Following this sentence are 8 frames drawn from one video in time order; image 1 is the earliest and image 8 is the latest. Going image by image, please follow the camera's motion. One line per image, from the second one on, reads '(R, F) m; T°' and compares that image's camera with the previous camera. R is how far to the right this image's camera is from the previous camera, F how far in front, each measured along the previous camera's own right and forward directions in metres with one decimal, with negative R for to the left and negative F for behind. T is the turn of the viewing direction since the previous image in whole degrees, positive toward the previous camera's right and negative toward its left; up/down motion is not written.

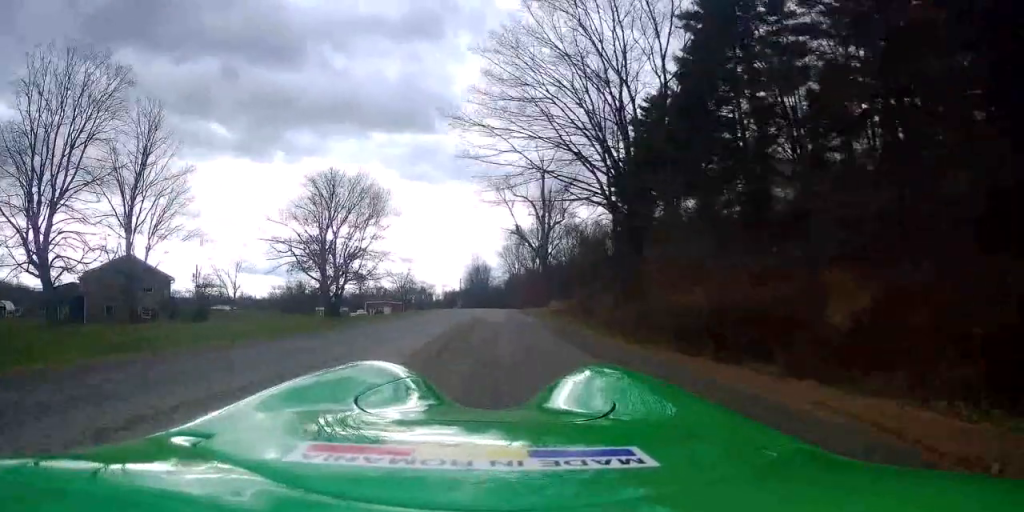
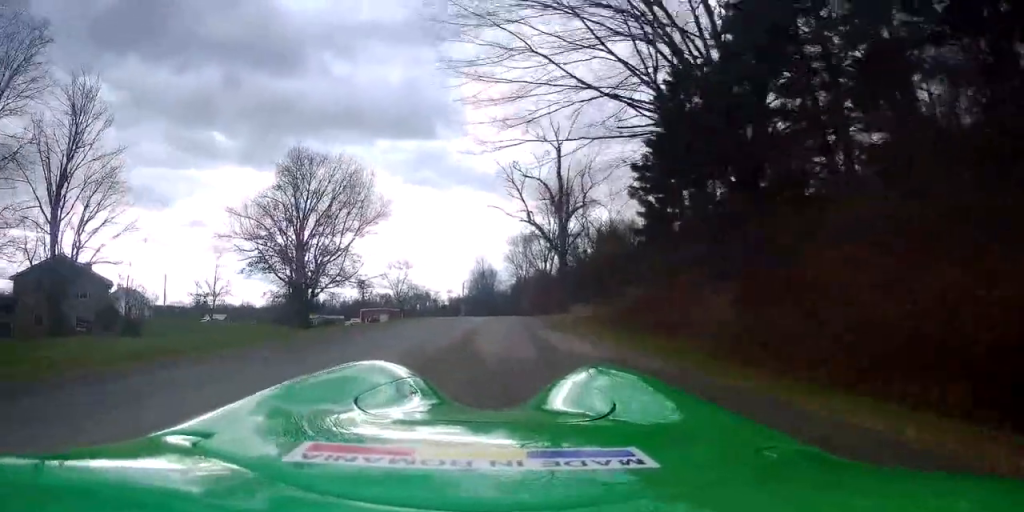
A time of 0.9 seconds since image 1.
(+0.2, +11.3) m; -1°
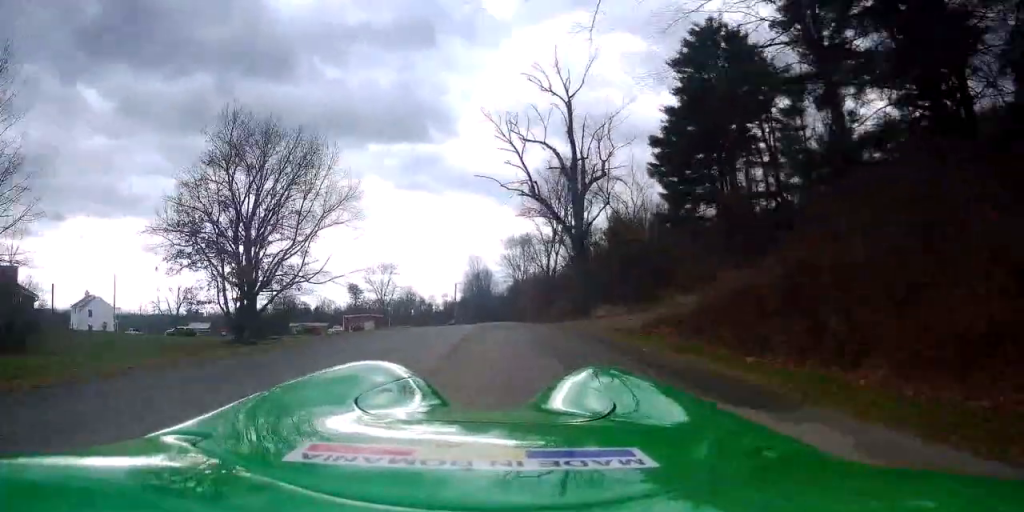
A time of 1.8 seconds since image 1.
(-0.3, +12.3) m; -1°
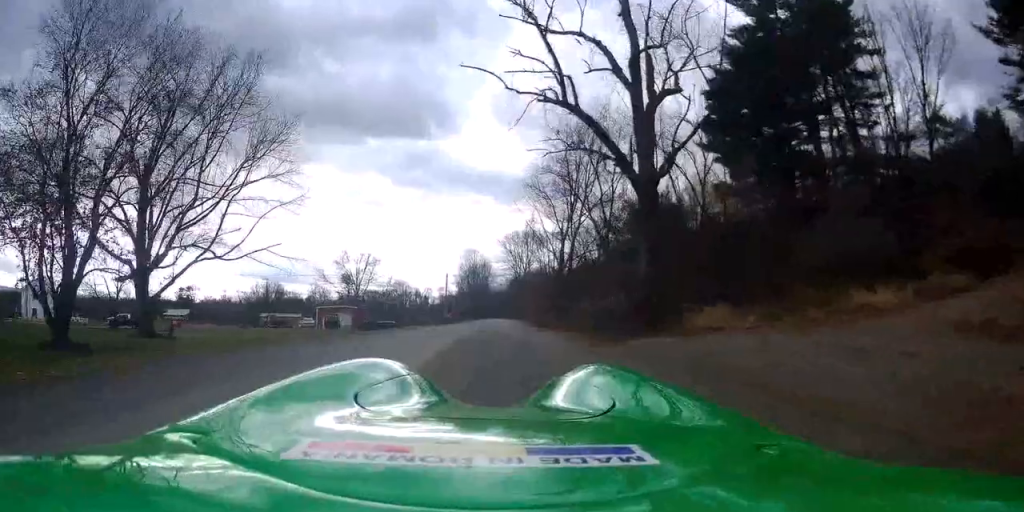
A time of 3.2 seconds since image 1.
(+0.1, +16.9) m; +2°
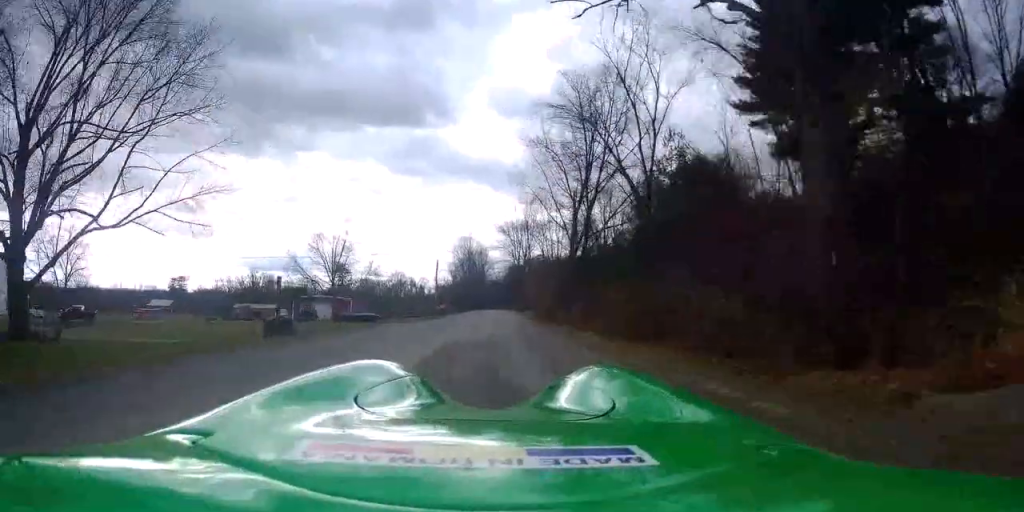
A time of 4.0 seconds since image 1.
(+0.1, +10.7) m; -2°
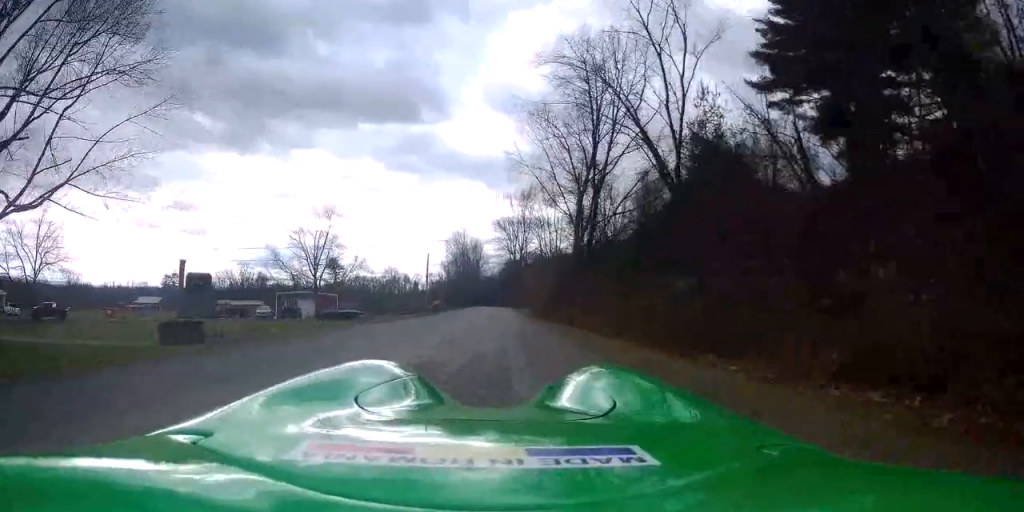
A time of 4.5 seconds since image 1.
(-0.1, +5.5) m; 0°
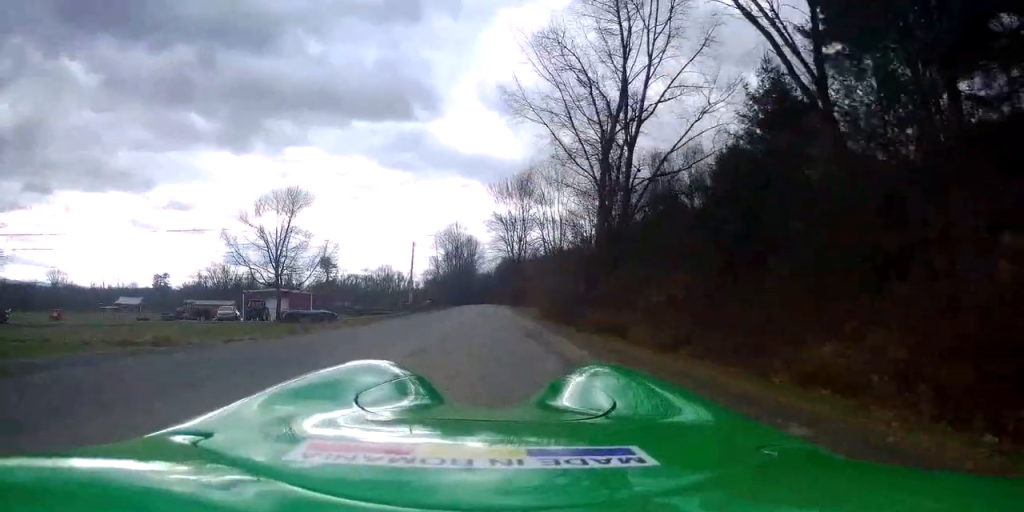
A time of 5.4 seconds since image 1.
(-0.3, +10.5) m; +1°
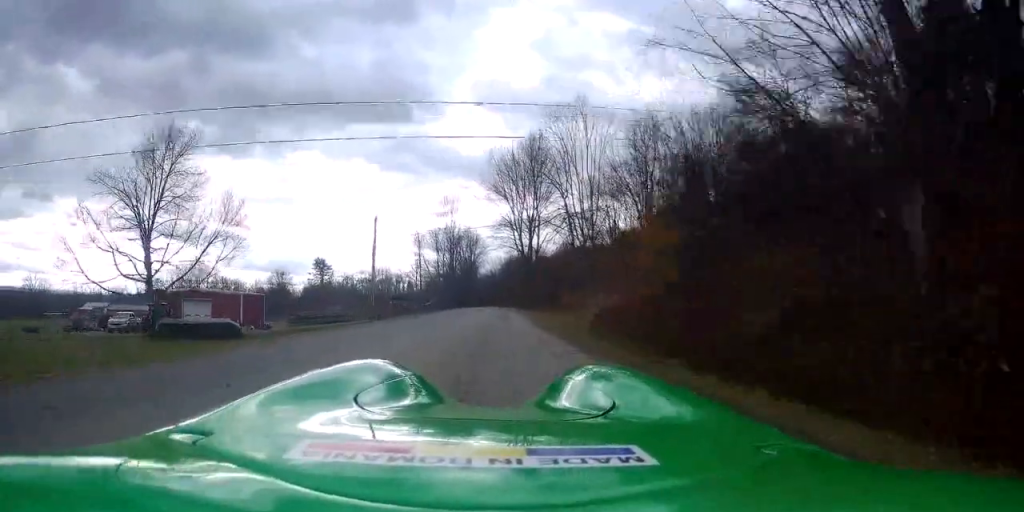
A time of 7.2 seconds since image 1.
(+0.5, +22.8) m; +1°
